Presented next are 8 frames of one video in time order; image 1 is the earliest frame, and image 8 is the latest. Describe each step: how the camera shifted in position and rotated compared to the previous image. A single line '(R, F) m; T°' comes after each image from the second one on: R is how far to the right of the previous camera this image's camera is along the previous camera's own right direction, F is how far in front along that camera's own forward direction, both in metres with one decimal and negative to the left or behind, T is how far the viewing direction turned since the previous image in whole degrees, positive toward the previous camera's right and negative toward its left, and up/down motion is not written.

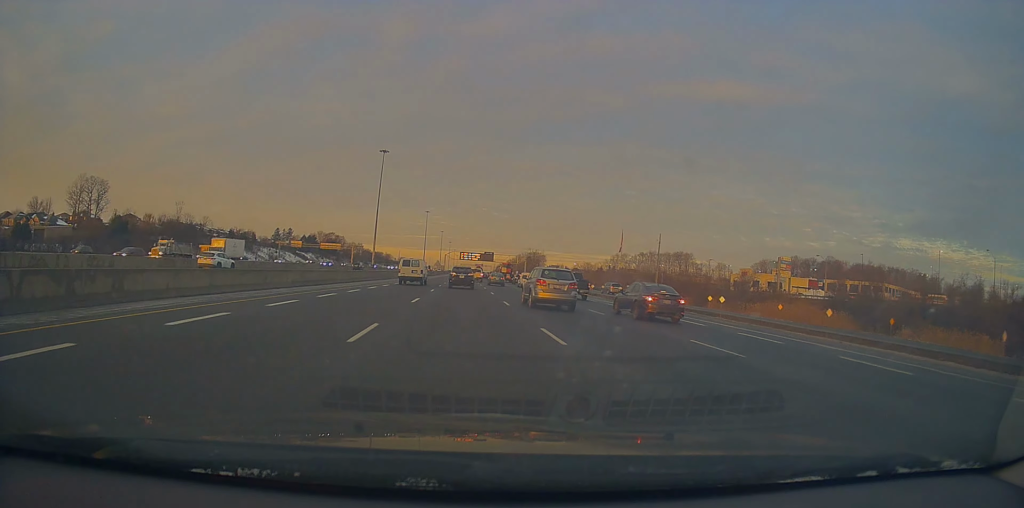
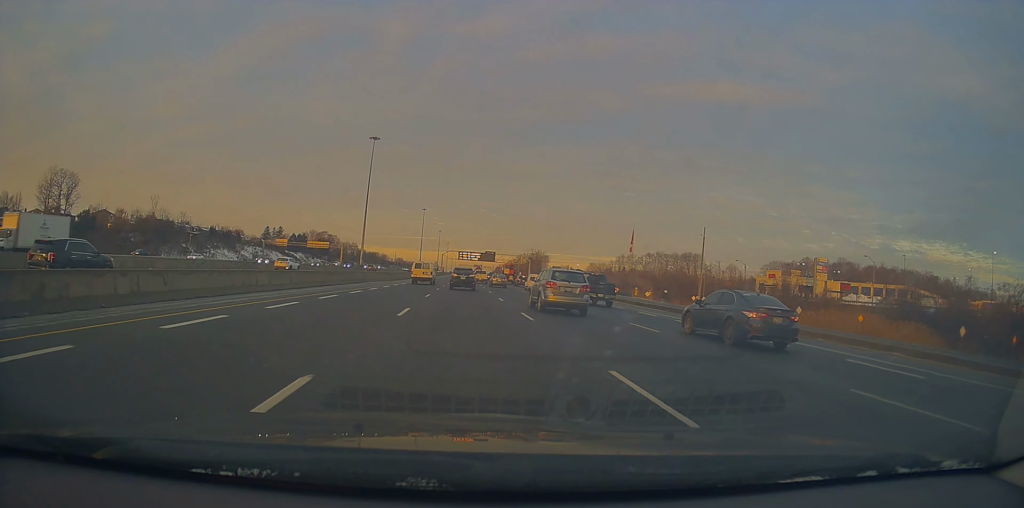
(+0.2, +17.7) m; -1°
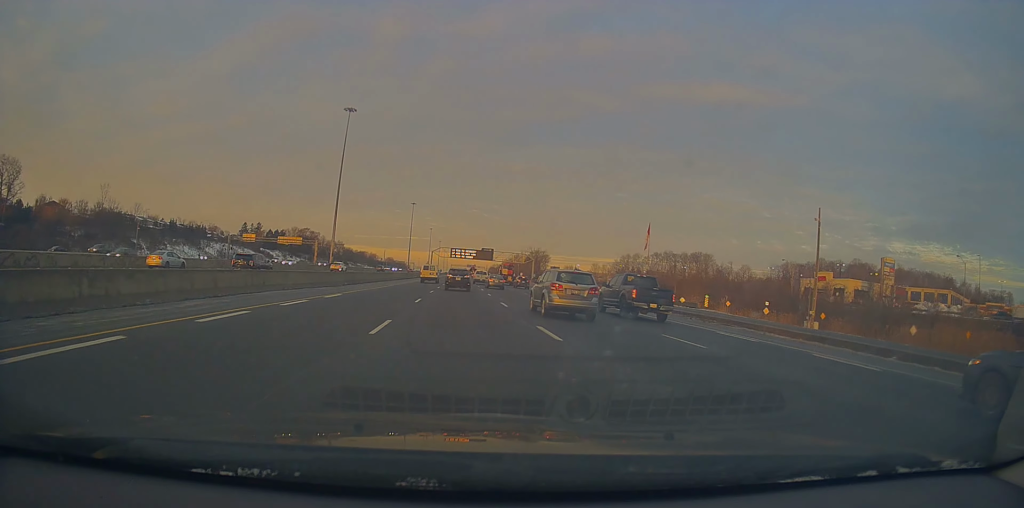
(-0.1, +27.3) m; +2°
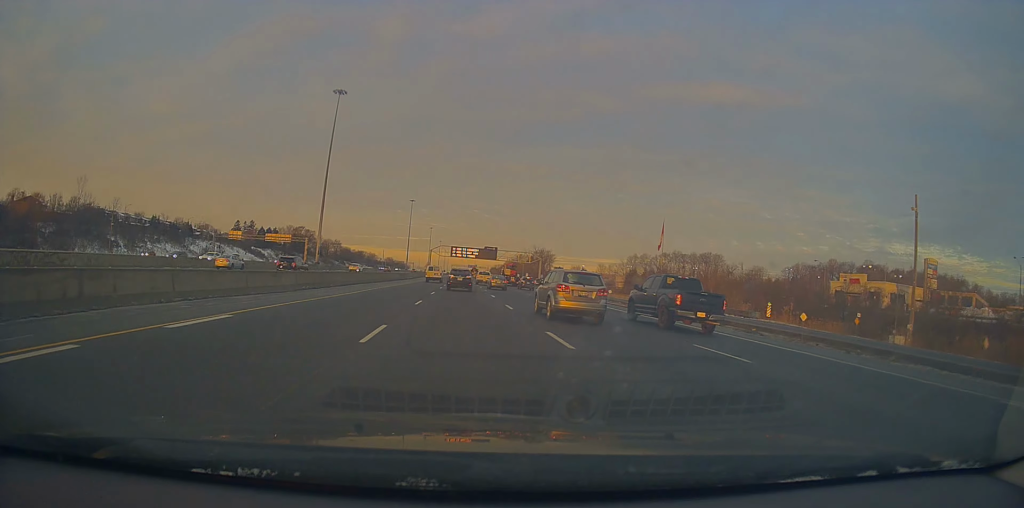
(+0.2, +13.0) m; 0°
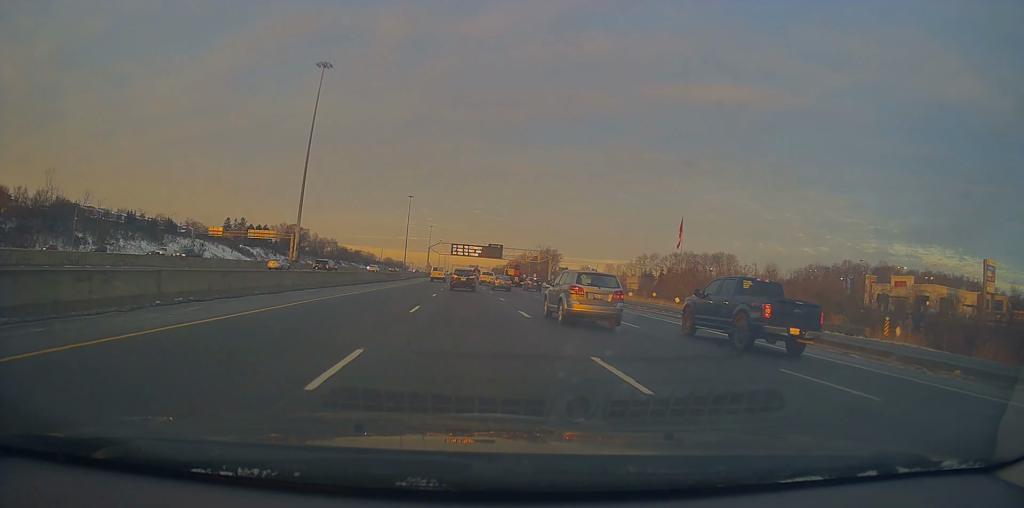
(-0.1, +15.8) m; -1°
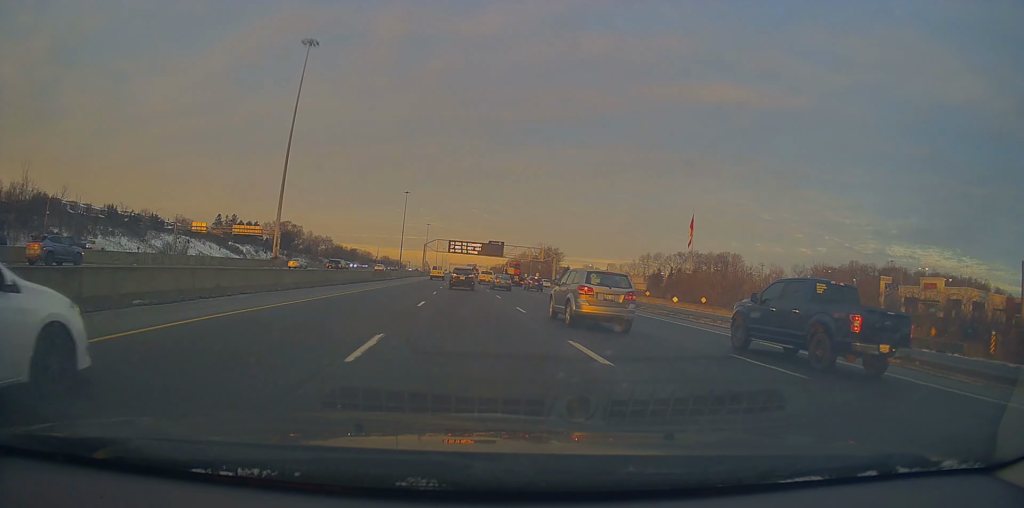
(-0.2, +9.9) m; -1°
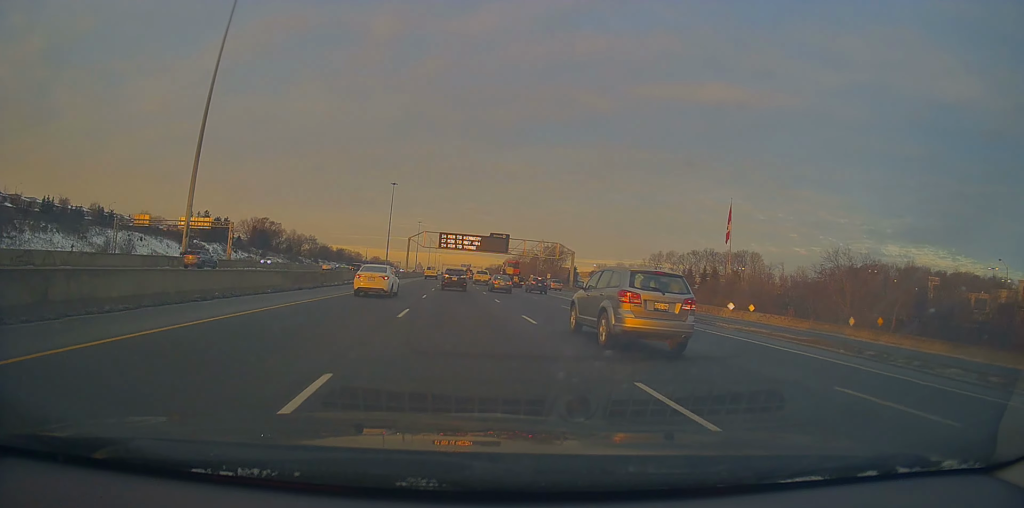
(+0.3, +28.0) m; +2°
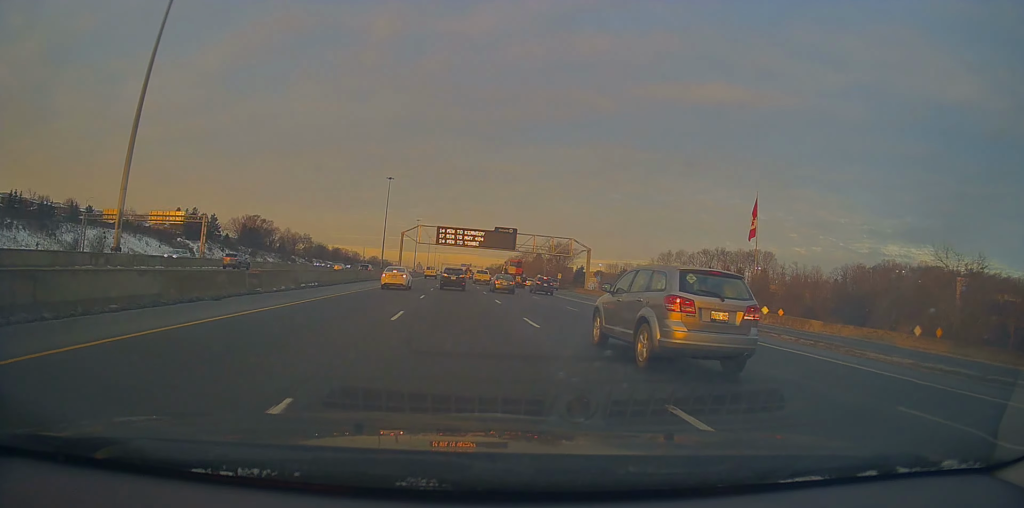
(+0.3, +13.0) m; +1°
